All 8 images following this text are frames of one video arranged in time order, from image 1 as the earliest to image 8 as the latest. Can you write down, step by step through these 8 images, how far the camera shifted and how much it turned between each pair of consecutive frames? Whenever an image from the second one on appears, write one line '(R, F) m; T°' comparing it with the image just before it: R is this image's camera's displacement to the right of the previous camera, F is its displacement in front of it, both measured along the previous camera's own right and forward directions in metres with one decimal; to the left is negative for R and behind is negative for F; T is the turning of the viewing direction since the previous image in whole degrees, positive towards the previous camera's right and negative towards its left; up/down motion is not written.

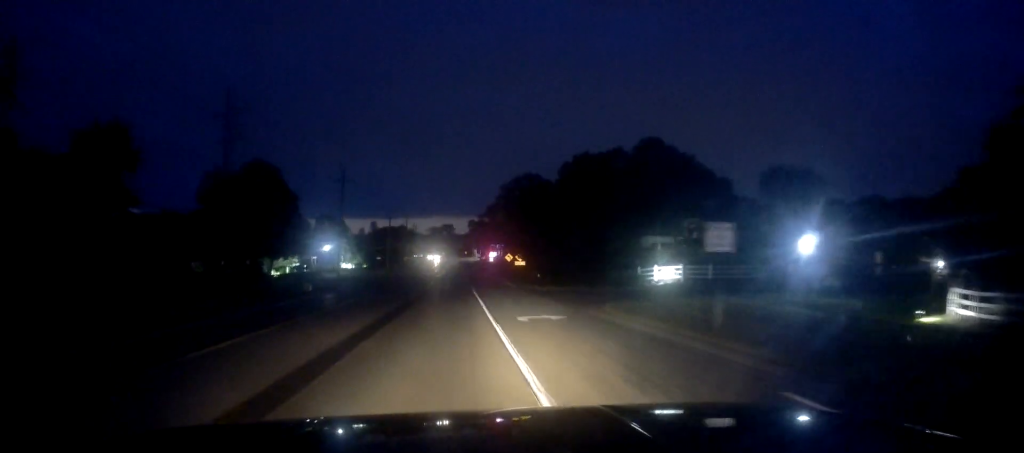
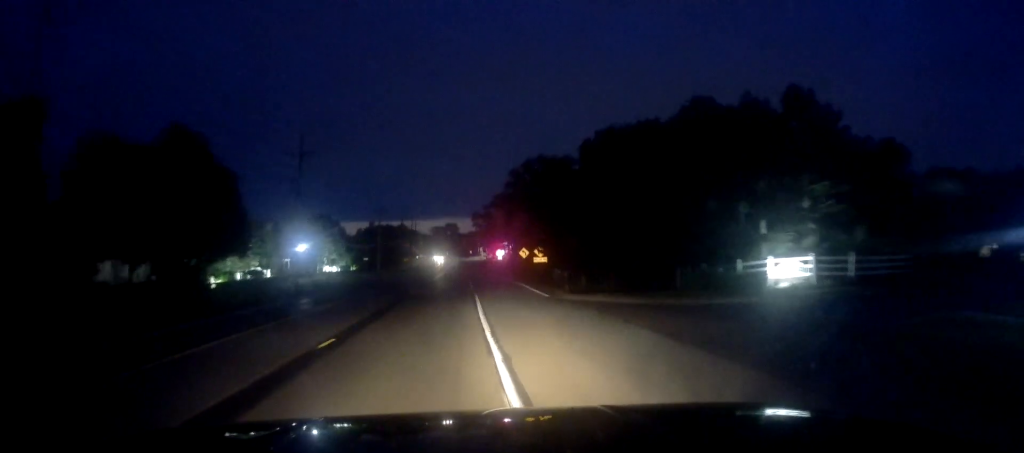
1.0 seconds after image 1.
(-0.4, +19.5) m; -1°
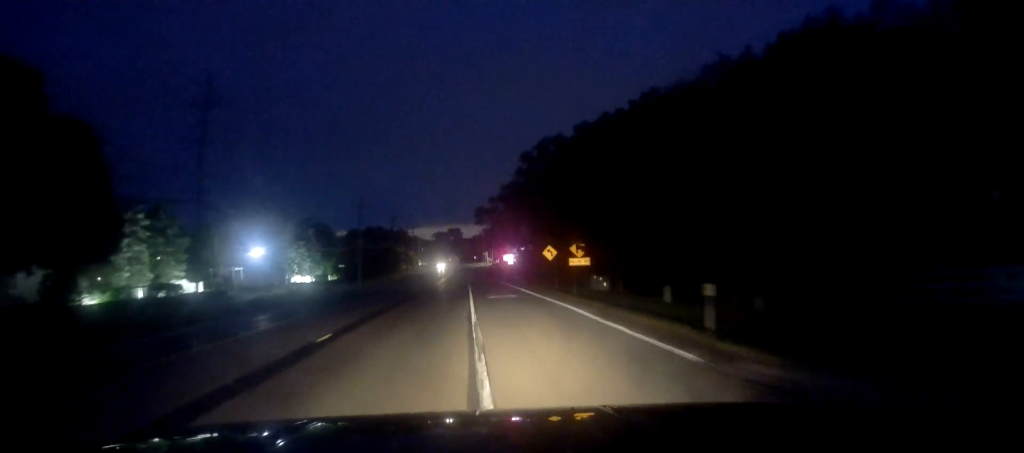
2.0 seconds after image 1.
(+0.2, +21.7) m; 0°
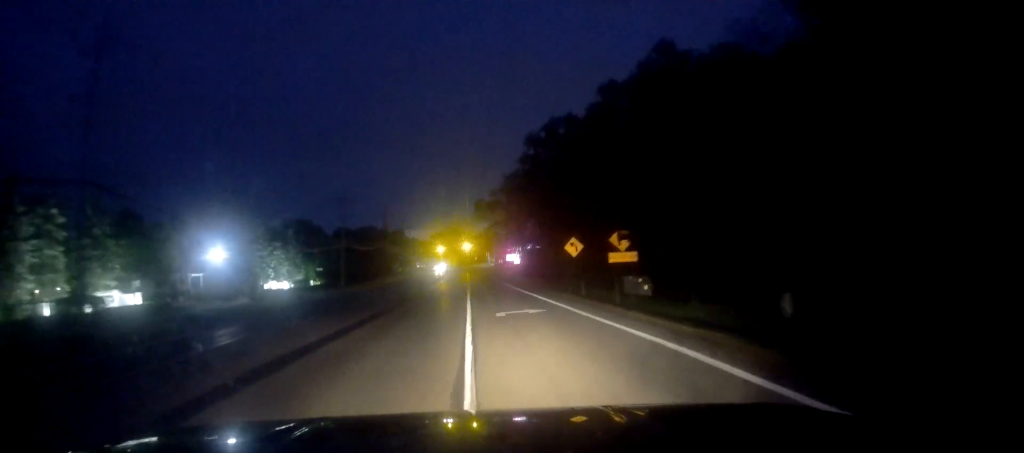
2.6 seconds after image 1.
(+0.1, +12.1) m; -1°
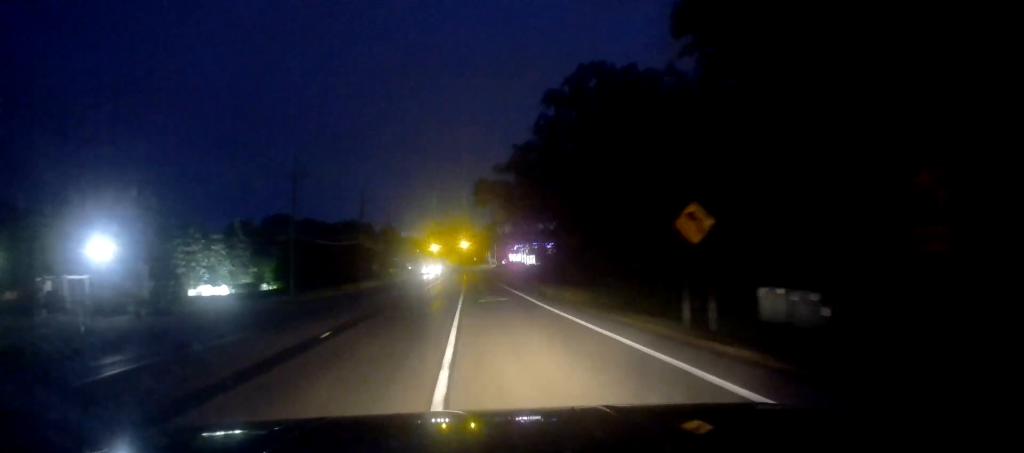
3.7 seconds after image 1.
(-0.7, +21.3) m; 0°
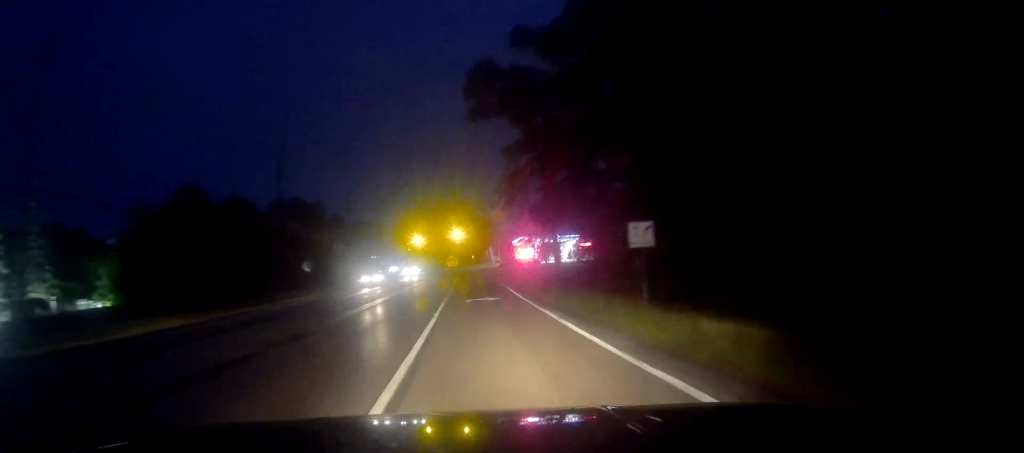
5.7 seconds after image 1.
(+0.9, +38.4) m; -1°
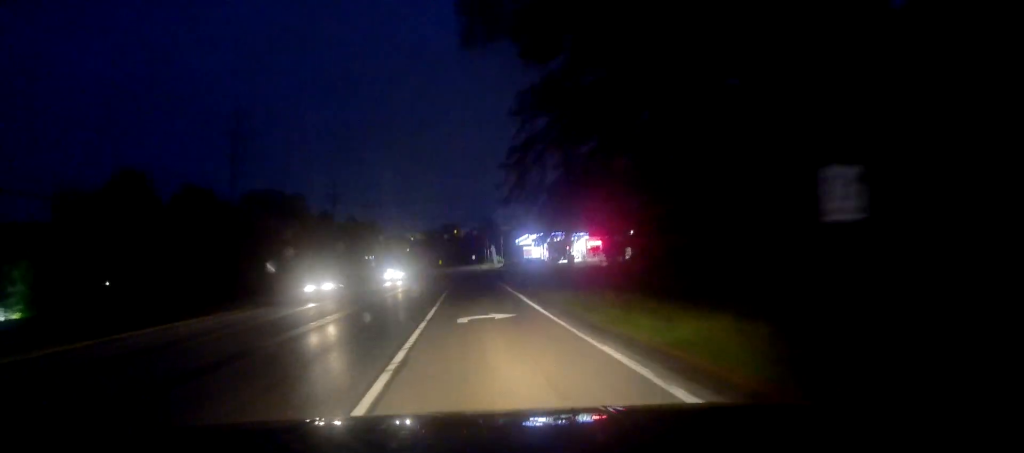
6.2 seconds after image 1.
(-0.3, +10.8) m; 0°
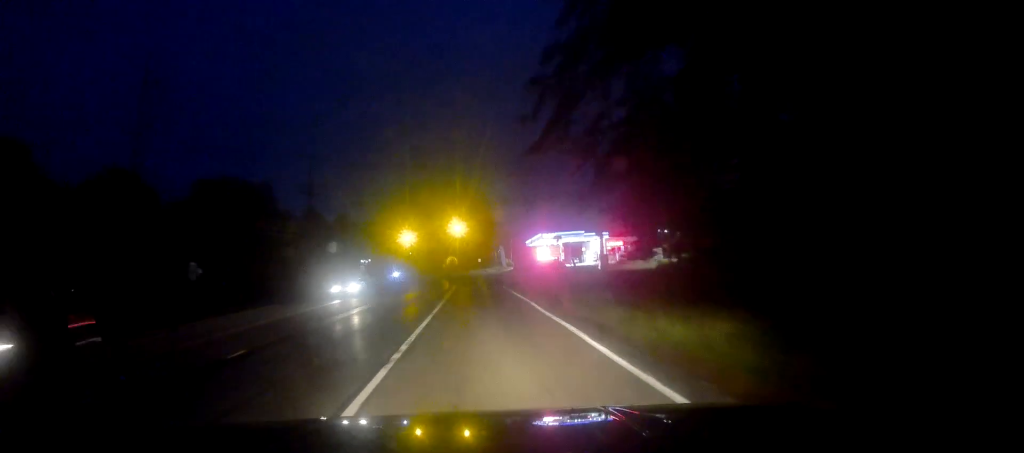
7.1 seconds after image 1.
(-0.1, +15.6) m; 0°
